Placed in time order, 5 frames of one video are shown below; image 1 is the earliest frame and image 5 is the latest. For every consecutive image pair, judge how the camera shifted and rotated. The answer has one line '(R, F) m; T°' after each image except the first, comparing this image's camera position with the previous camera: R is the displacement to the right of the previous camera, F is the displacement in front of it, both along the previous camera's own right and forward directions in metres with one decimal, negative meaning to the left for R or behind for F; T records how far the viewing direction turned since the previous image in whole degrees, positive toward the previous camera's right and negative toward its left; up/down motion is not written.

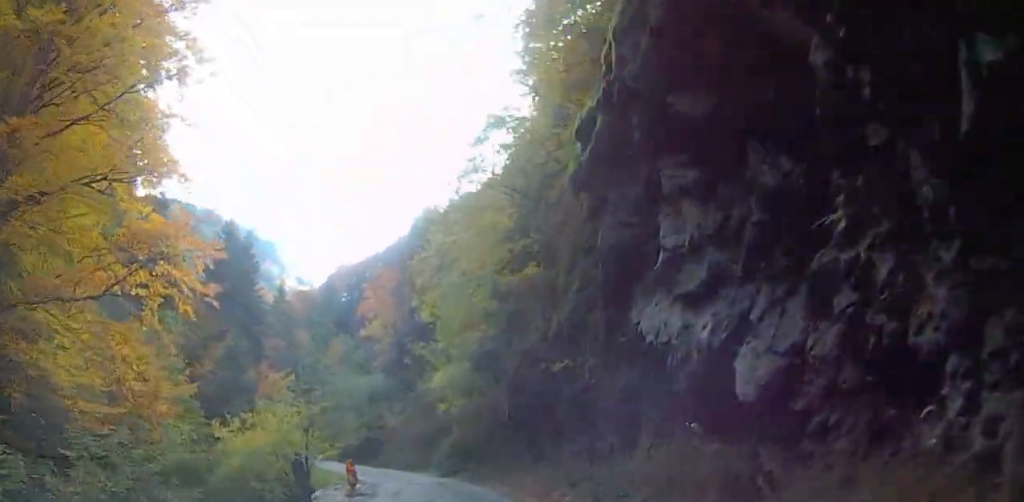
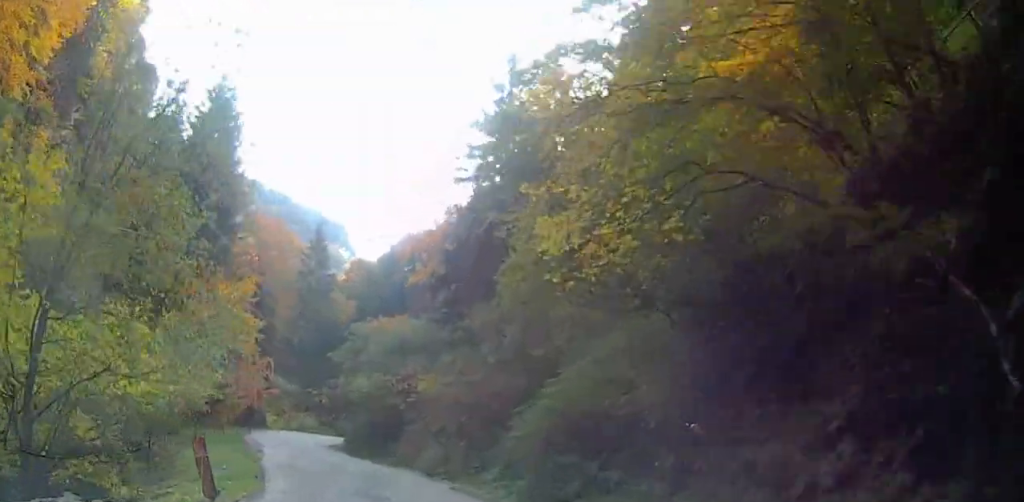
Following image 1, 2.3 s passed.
(-2.3, +30.8) m; -7°
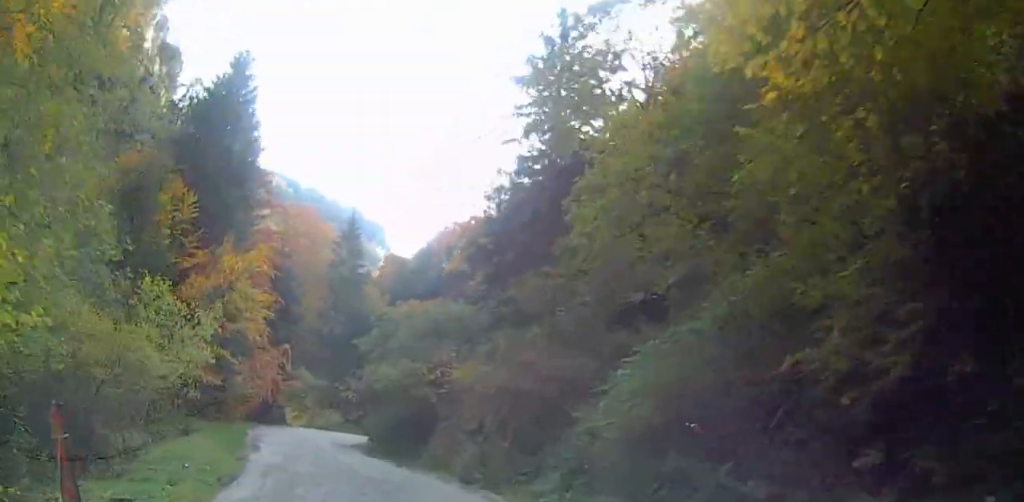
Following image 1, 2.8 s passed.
(0.0, +5.9) m; 0°
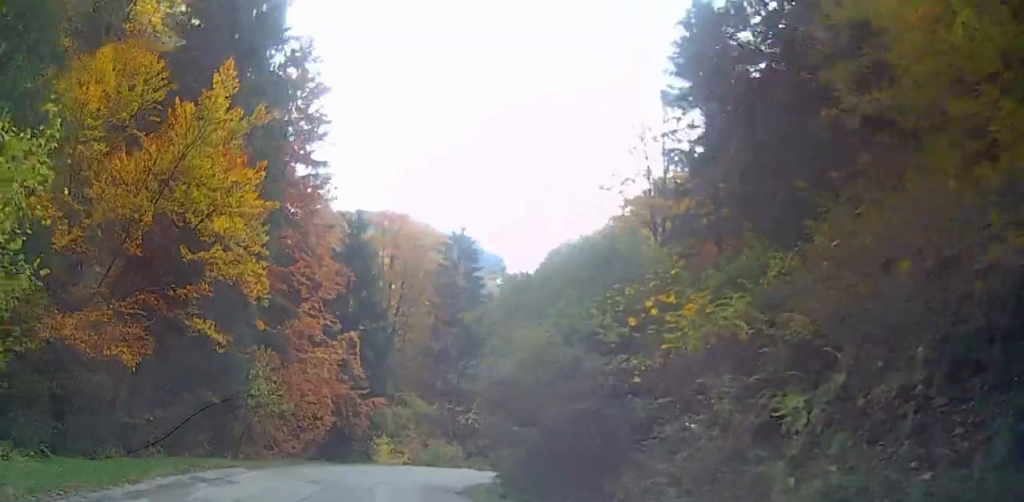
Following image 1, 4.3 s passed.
(-0.2, +20.6) m; -14°
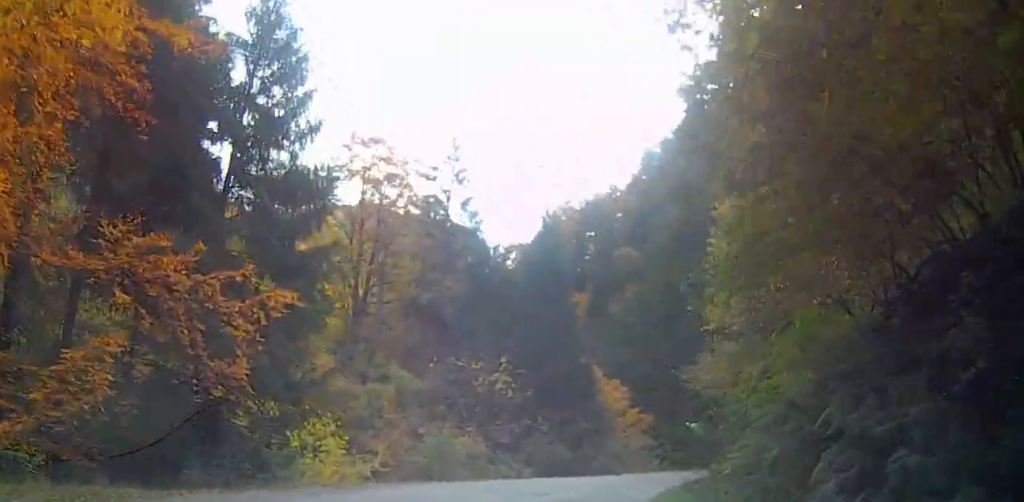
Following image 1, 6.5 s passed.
(-4.5, +27.9) m; 0°
